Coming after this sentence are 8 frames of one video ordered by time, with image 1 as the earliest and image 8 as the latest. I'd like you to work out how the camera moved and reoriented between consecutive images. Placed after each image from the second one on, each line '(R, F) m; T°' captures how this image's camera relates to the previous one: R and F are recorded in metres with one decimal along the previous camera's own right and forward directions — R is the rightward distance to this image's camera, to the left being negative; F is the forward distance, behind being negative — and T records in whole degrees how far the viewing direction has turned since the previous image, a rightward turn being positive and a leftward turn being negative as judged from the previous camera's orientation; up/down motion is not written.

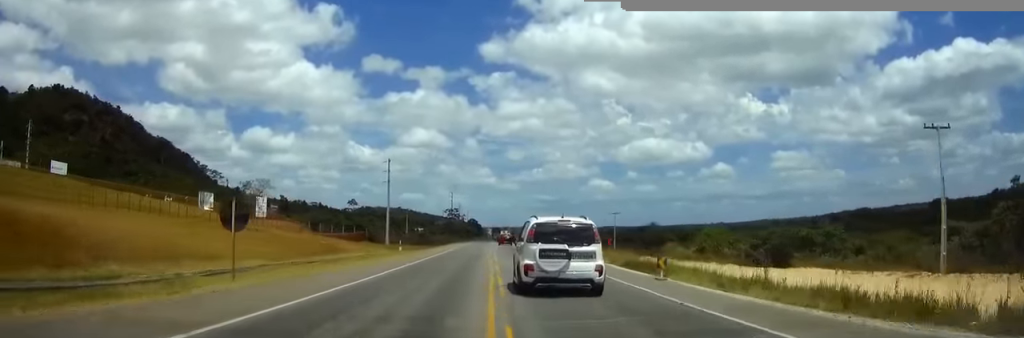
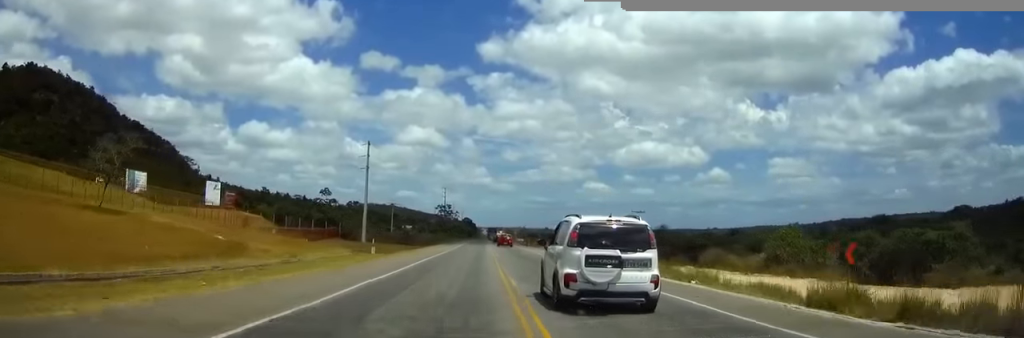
(+0.1, +25.2) m; 0°
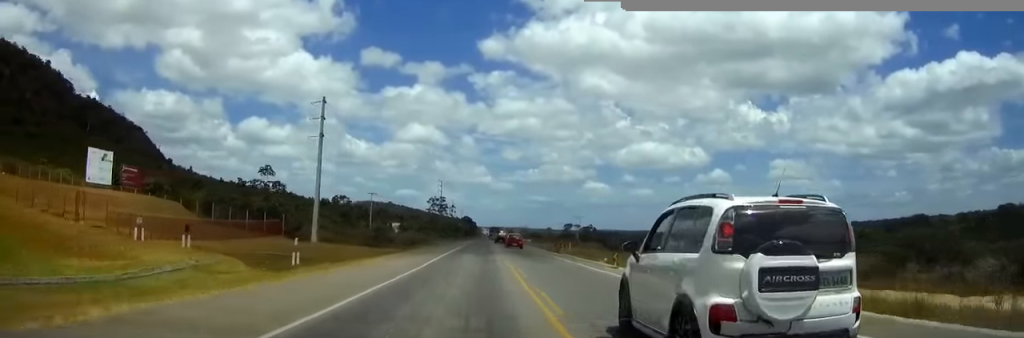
(-0.1, +39.6) m; 0°
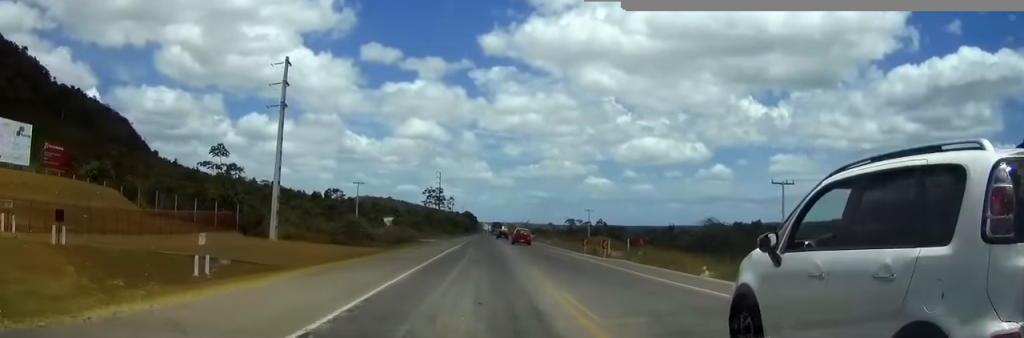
(+0.2, +18.9) m; 0°
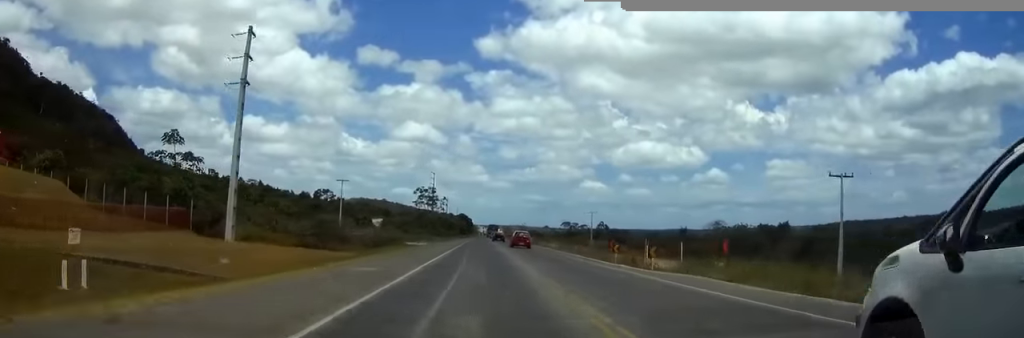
(0.0, +11.9) m; 0°
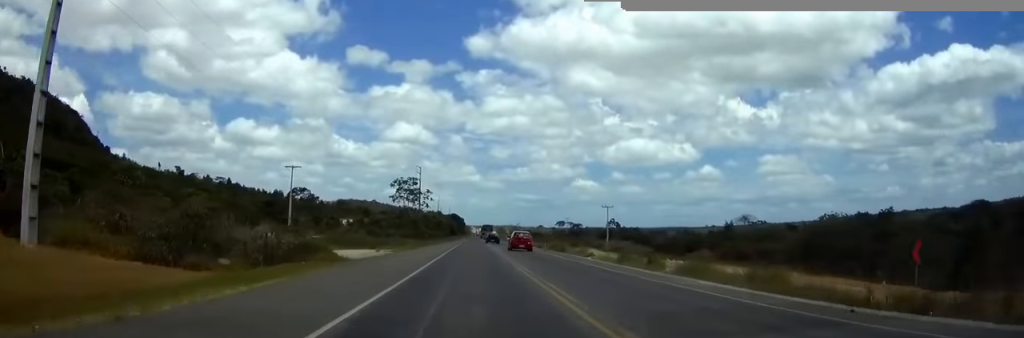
(0.0, +29.3) m; 0°
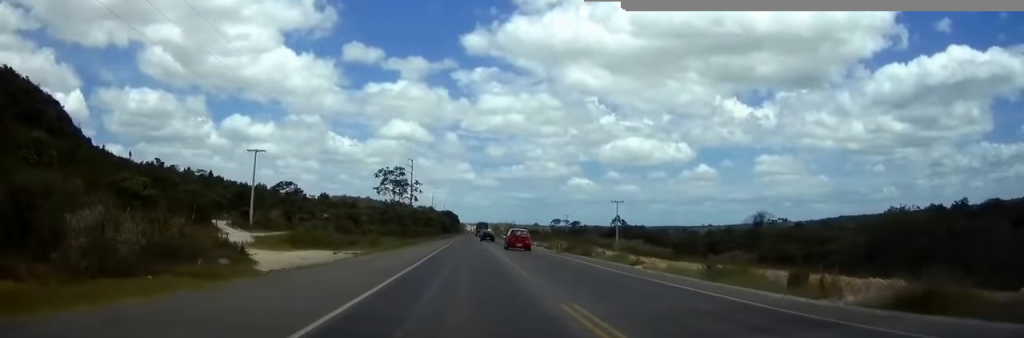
(0.0, +14.5) m; 0°
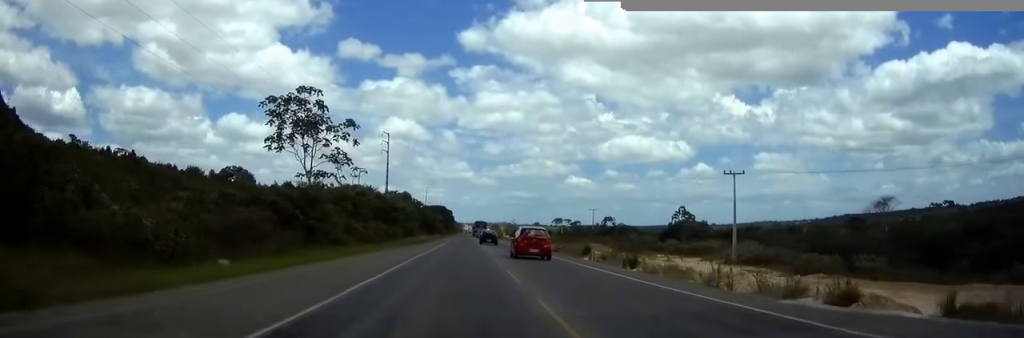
(+0.2, +59.4) m; 0°
